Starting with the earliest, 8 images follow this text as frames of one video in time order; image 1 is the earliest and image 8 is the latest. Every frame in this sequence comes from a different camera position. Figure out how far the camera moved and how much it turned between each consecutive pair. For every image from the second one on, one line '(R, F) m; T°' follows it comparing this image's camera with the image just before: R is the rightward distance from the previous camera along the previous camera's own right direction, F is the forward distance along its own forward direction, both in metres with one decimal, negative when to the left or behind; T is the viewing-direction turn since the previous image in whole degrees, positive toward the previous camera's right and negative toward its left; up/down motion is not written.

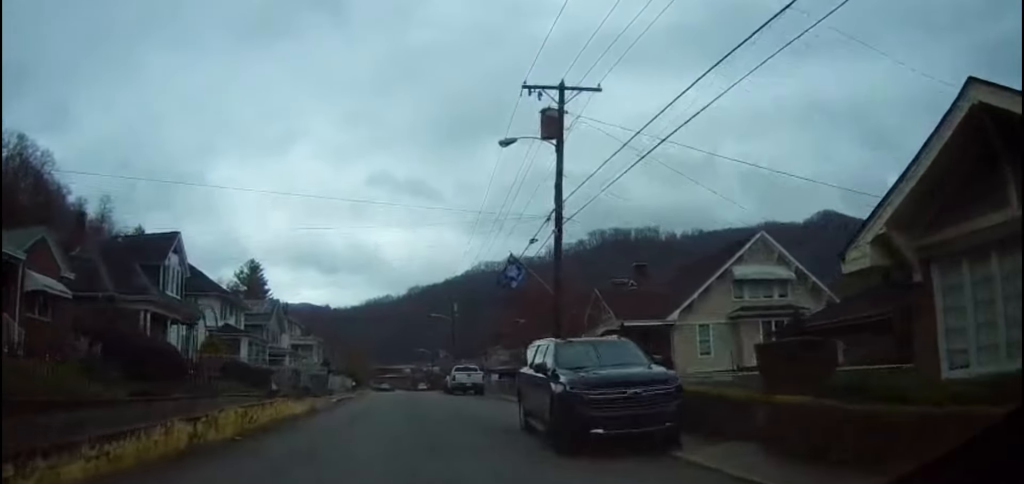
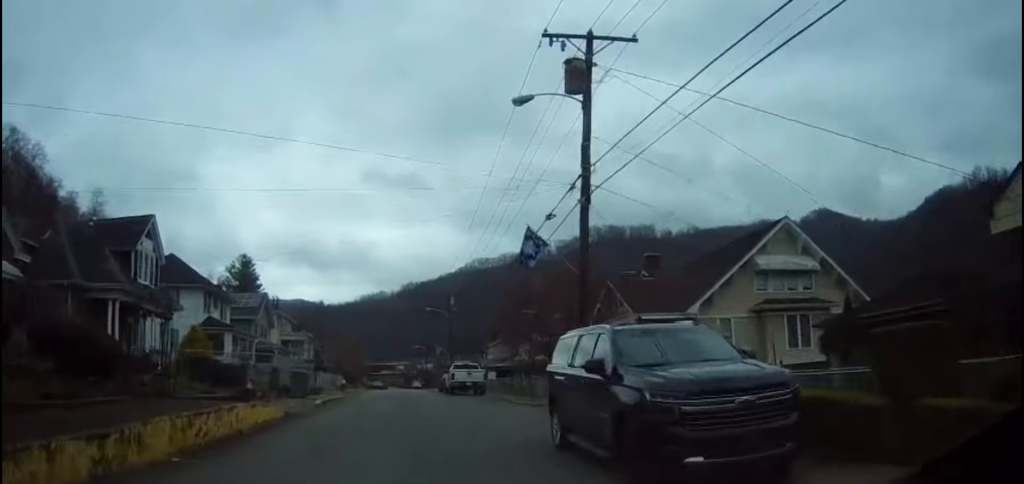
(-0.1, +3.5) m; -1°
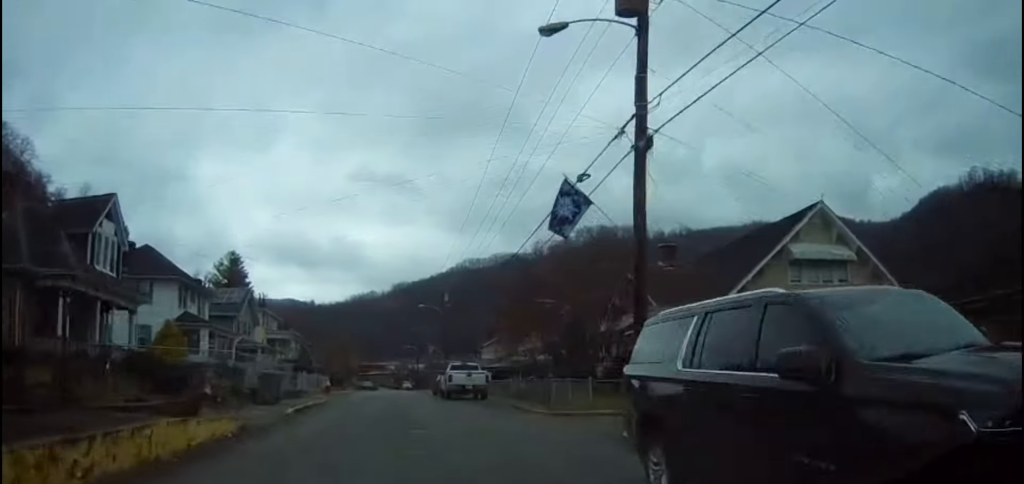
(-0.2, +4.4) m; -2°
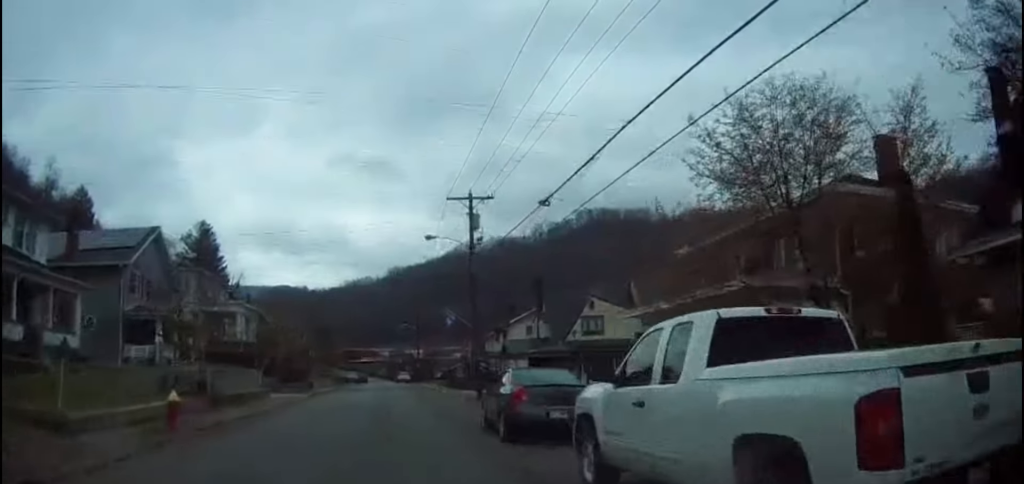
(+0.6, +28.5) m; +1°
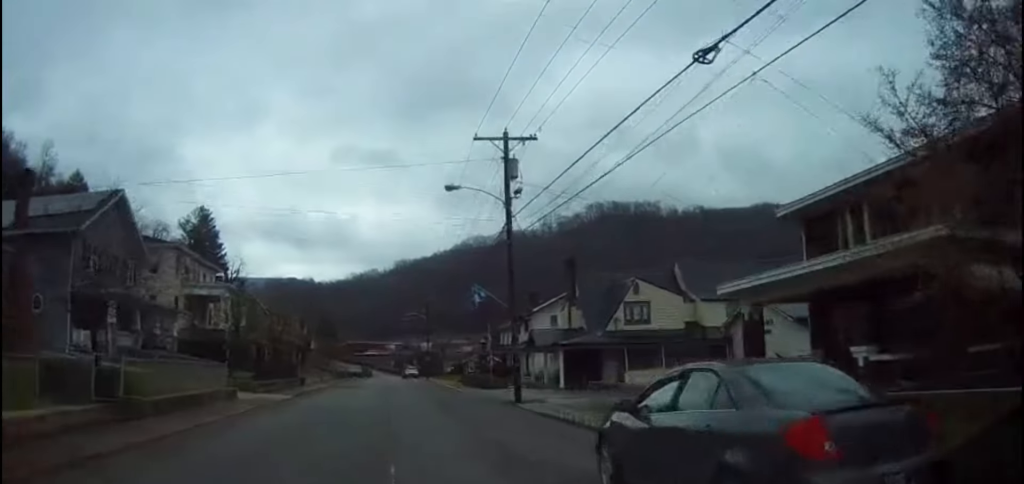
(-0.4, +8.6) m; 0°
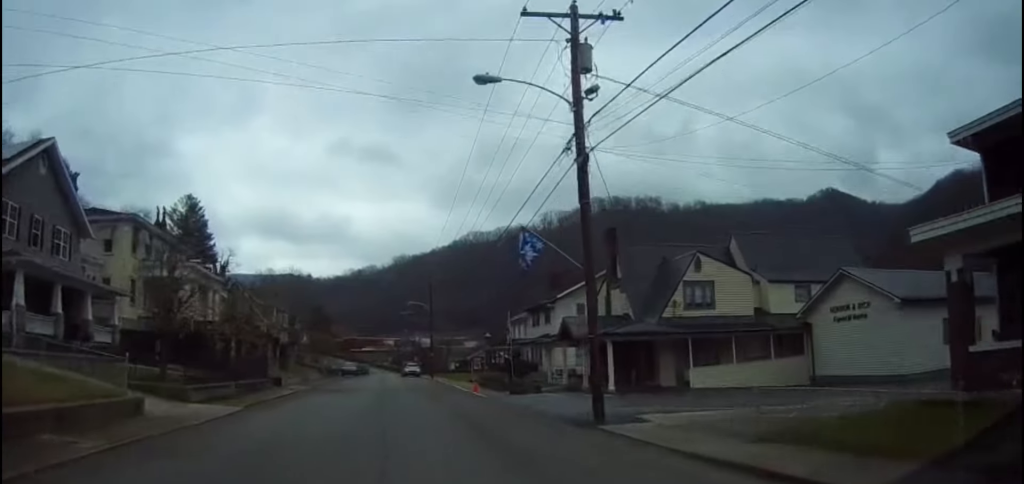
(+0.4, +9.8) m; 0°
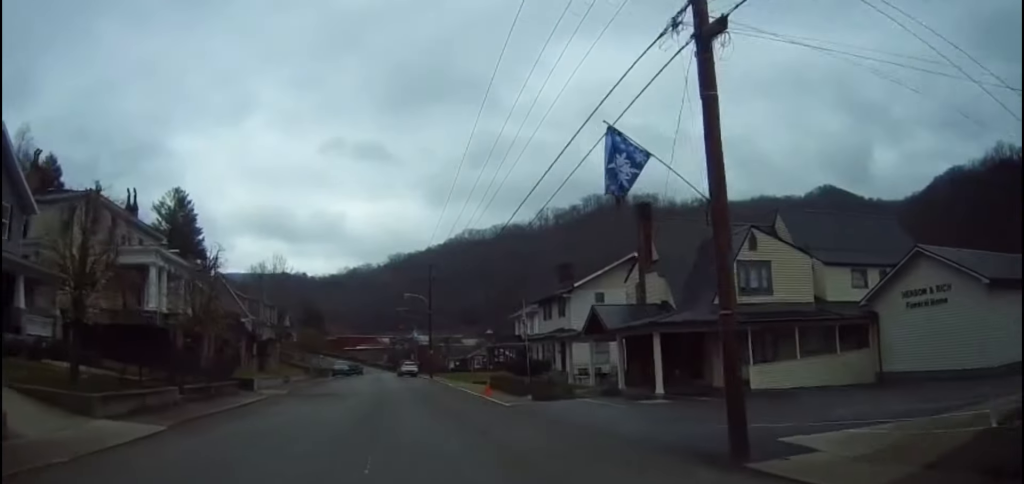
(-0.1, +6.5) m; -1°
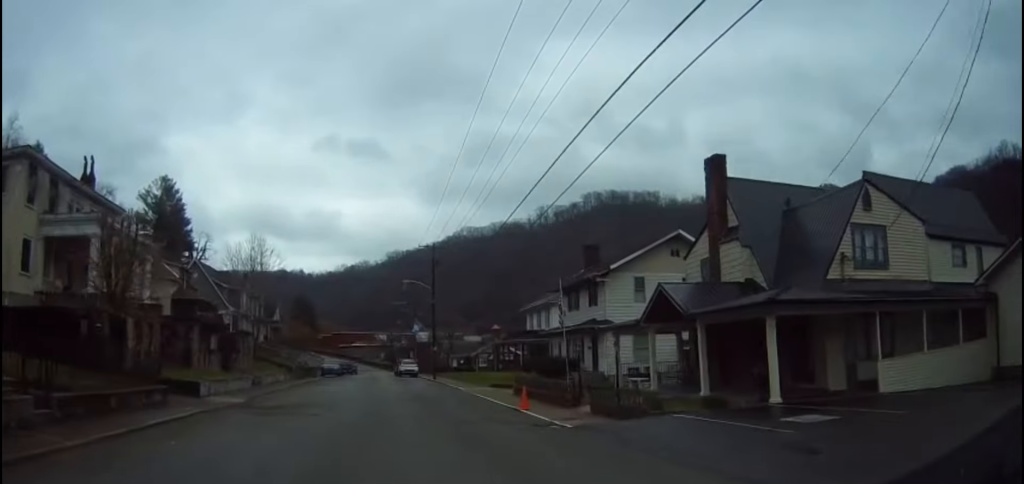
(-0.3, +9.0) m; -1°
